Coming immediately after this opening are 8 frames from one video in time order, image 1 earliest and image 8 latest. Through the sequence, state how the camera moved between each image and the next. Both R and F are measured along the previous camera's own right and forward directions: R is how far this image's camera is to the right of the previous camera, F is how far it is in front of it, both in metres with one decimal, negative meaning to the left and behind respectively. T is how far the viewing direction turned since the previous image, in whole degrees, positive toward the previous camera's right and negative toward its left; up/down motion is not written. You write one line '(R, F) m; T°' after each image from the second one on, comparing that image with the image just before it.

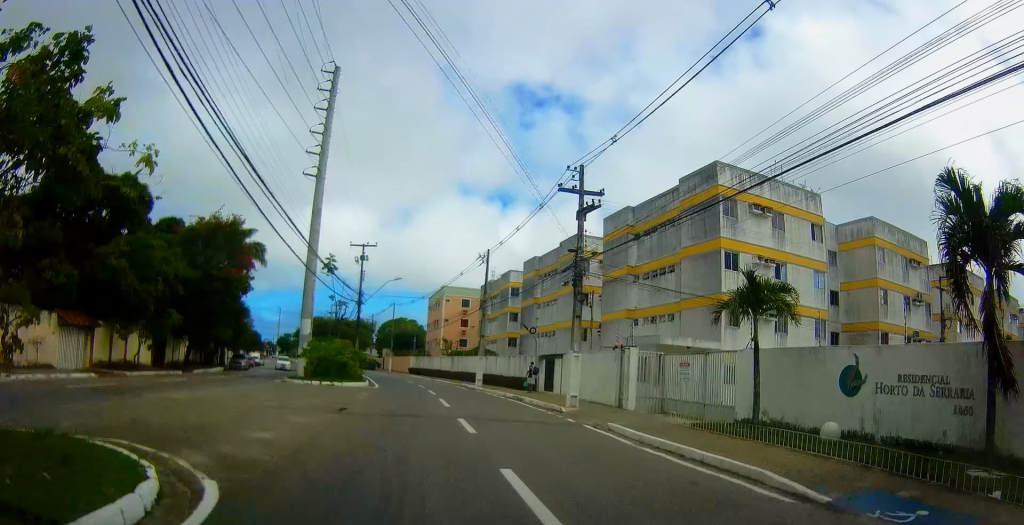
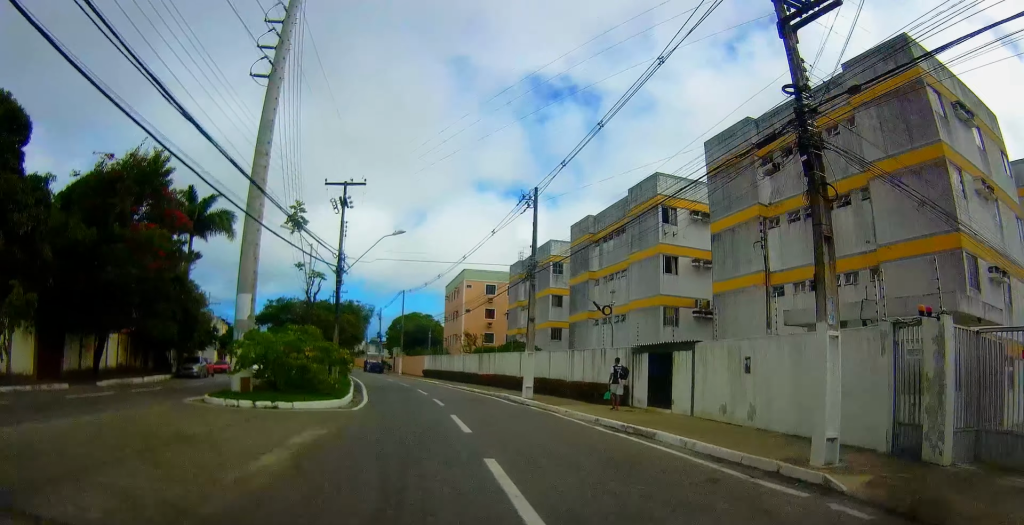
(-0.6, +15.1) m; -5°
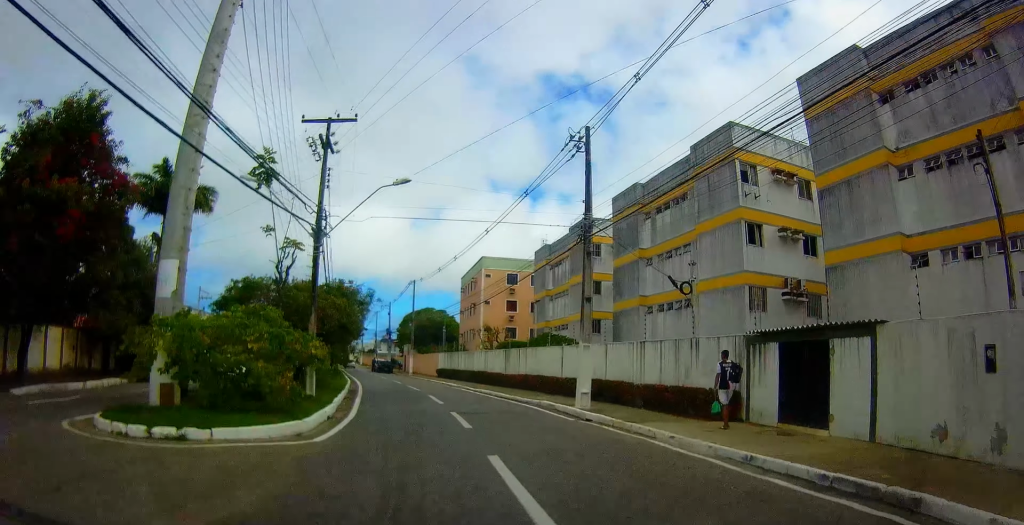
(0.0, +7.7) m; -3°
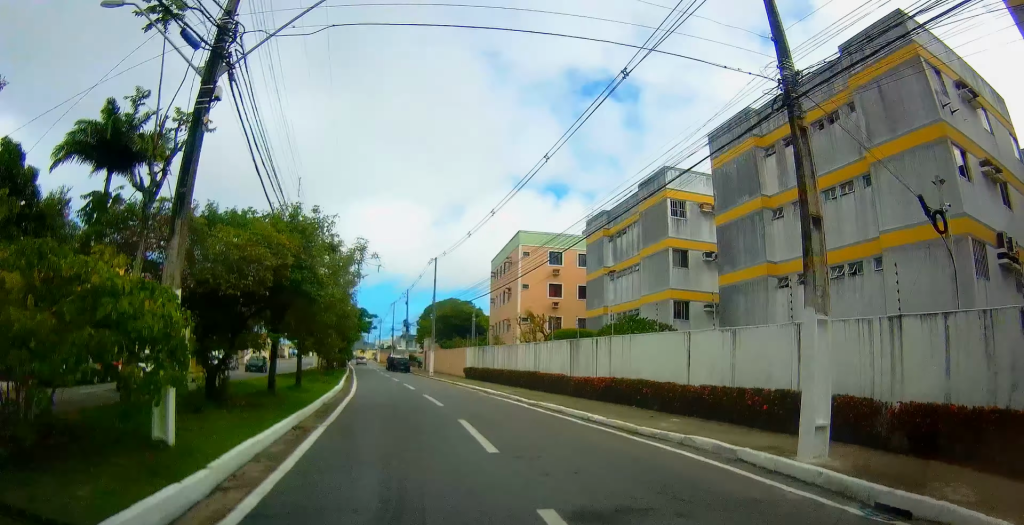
(-0.6, +11.5) m; -3°
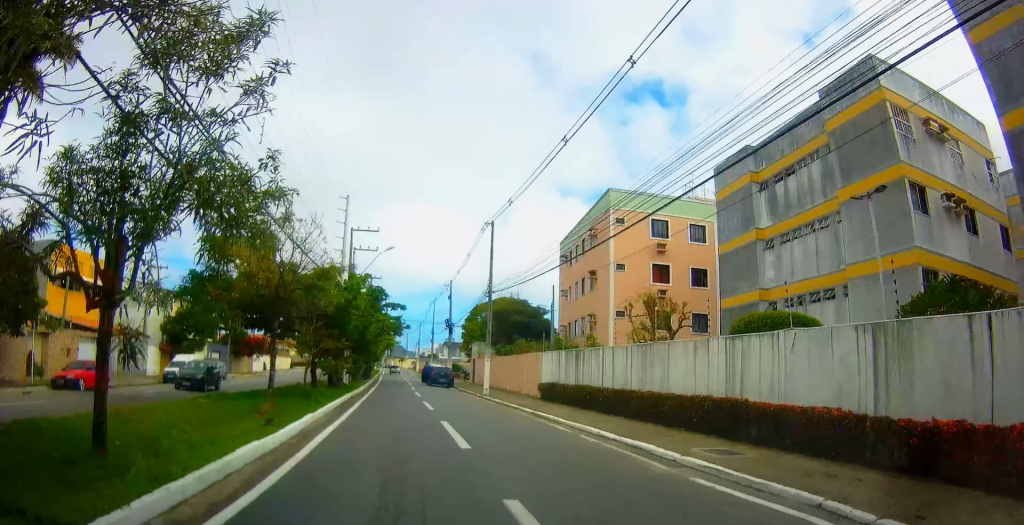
(-0.1, +15.4) m; -1°
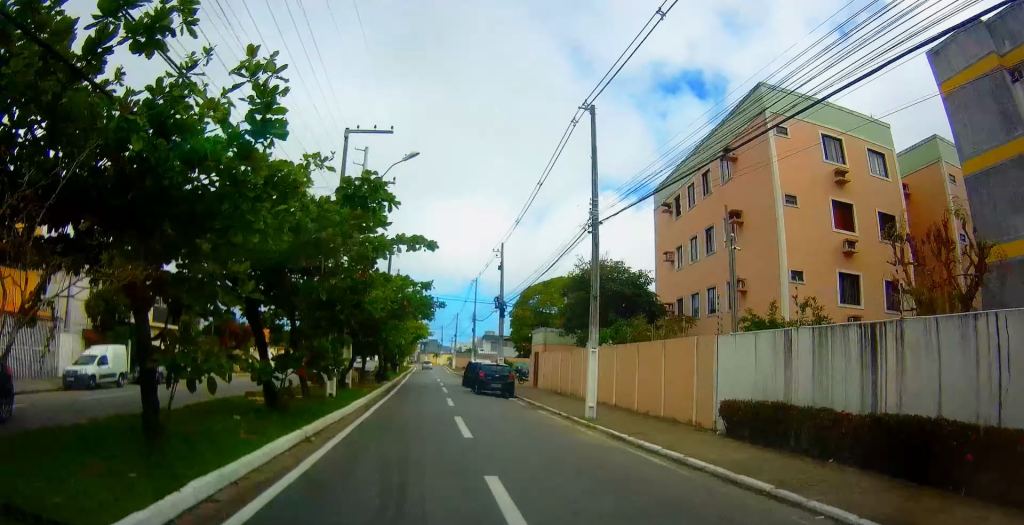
(0.0, +15.1) m; -1°
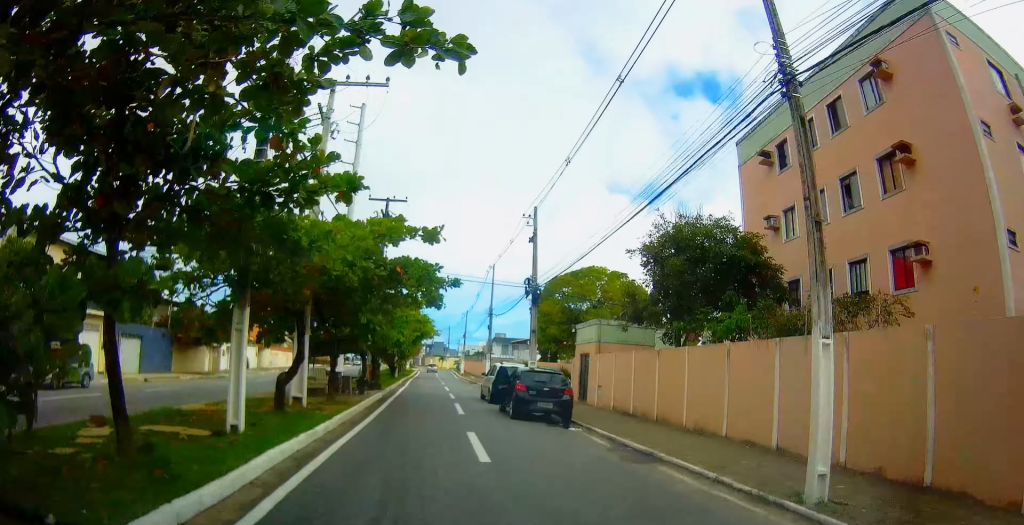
(-0.2, +10.3) m; -2°
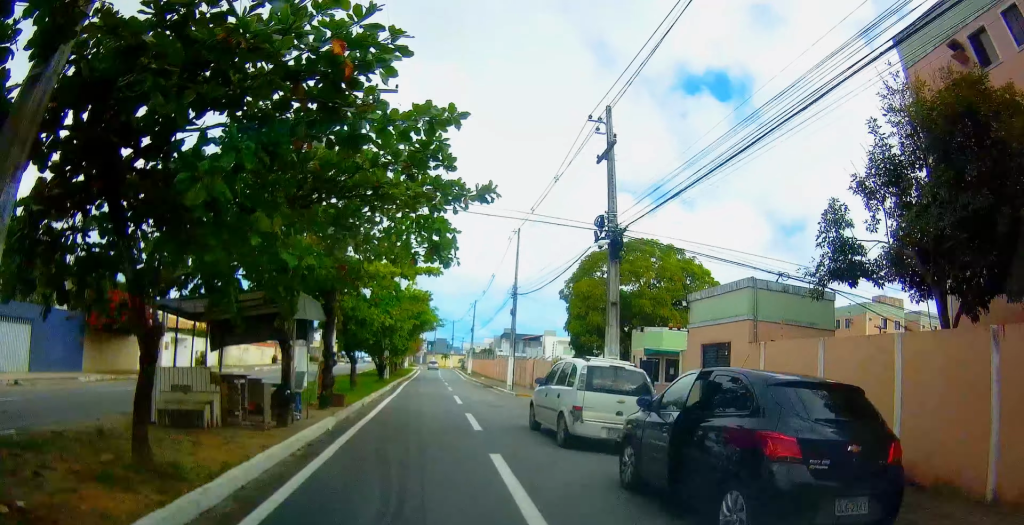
(-0.2, +12.4) m; -2°
